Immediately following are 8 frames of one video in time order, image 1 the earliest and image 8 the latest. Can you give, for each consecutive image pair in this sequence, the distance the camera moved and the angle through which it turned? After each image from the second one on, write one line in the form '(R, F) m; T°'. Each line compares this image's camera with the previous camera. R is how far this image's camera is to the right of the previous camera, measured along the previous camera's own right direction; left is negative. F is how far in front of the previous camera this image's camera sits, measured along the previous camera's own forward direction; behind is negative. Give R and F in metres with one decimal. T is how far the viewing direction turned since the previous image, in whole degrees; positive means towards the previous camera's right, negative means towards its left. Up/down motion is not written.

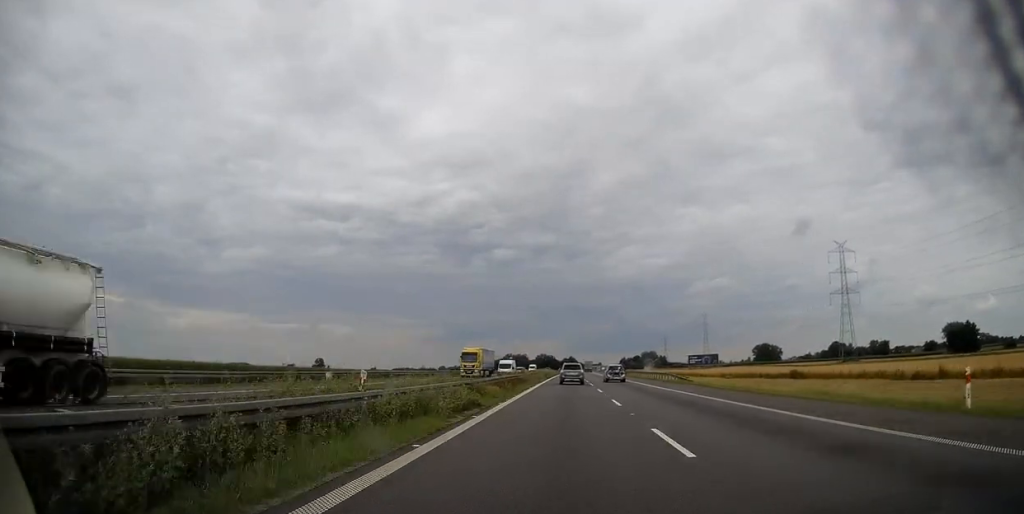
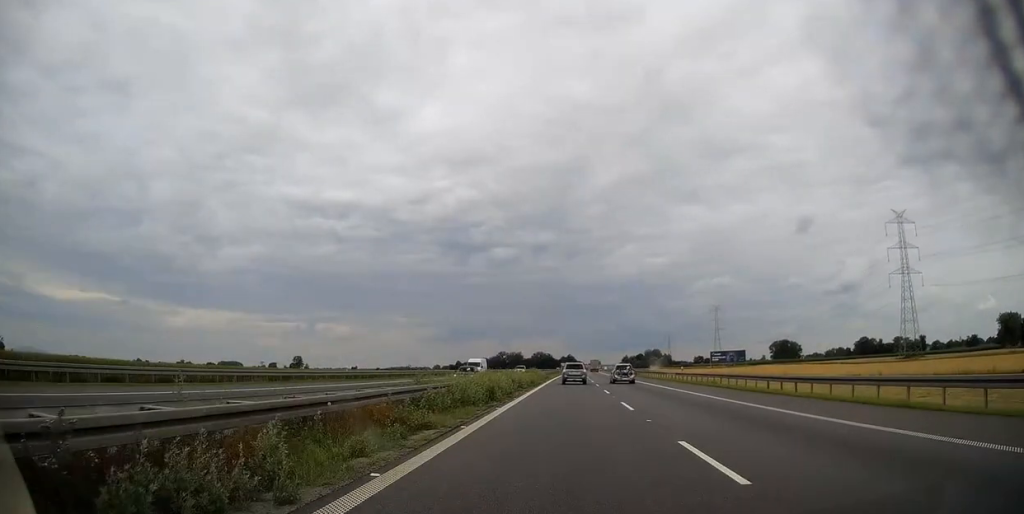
(-0.2, +61.2) m; 0°
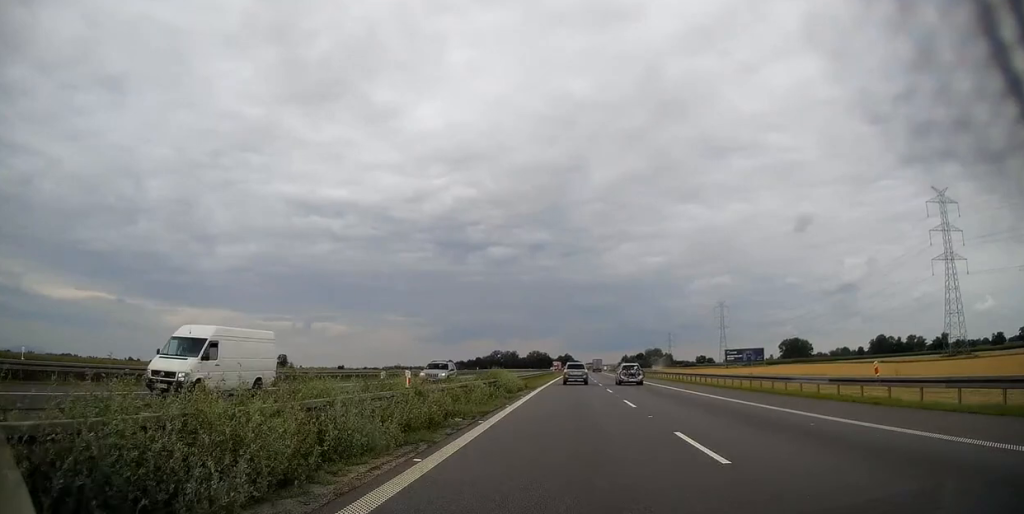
(0.0, +34.6) m; 0°
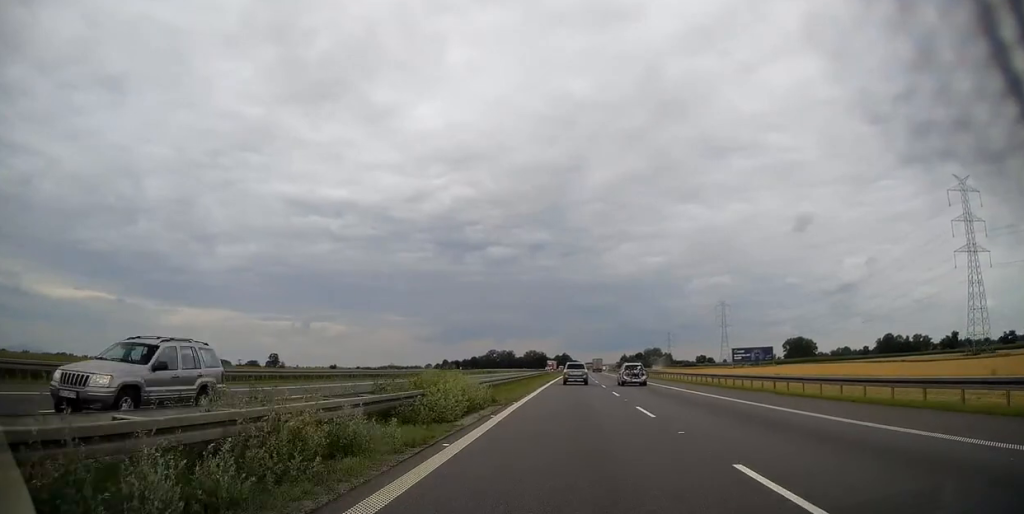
(+0.1, +16.1) m; 0°
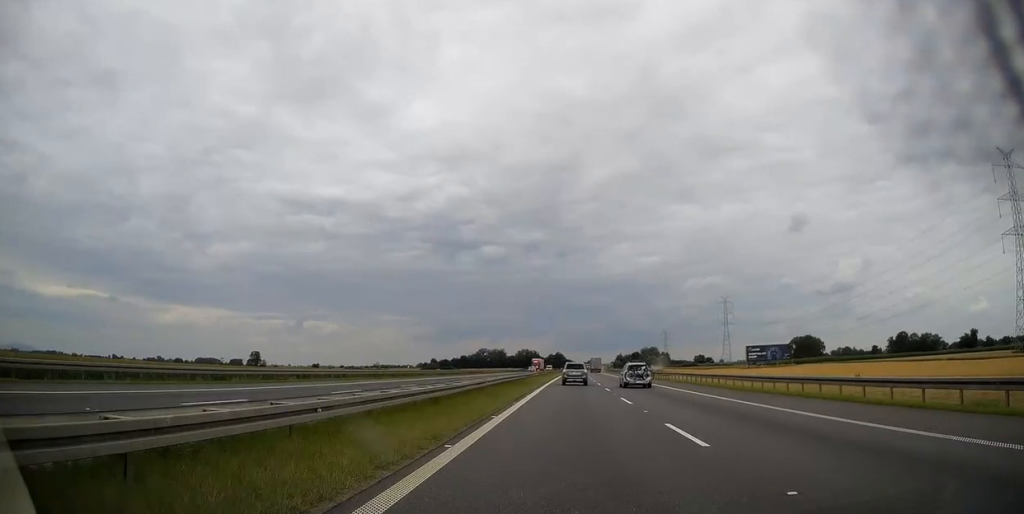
(+0.1, +30.0) m; 0°
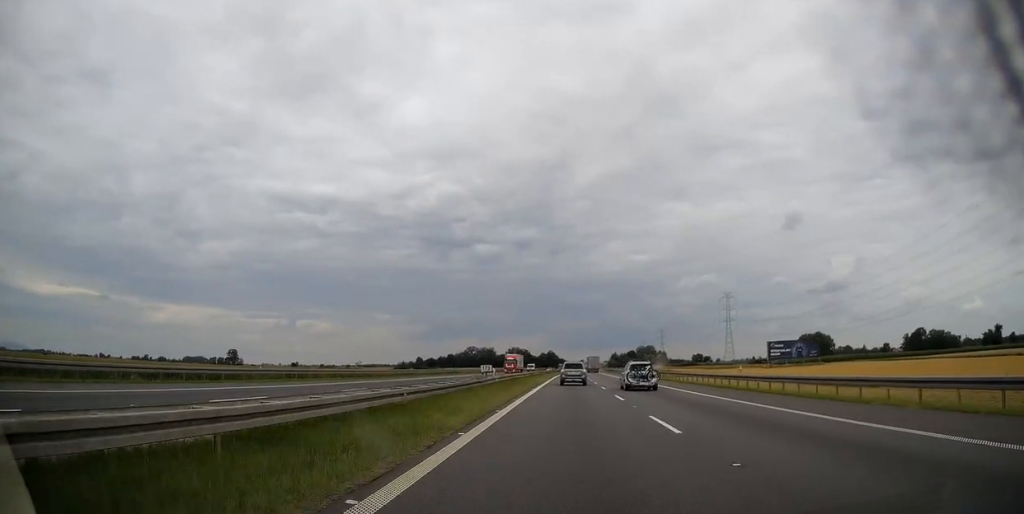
(+0.1, +33.9) m; +1°
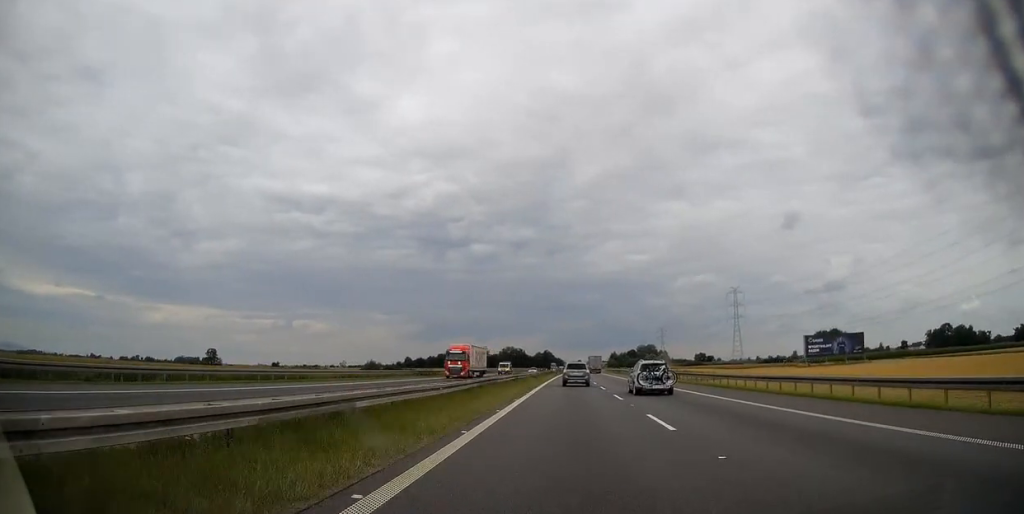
(+0.3, +35.4) m; +1°
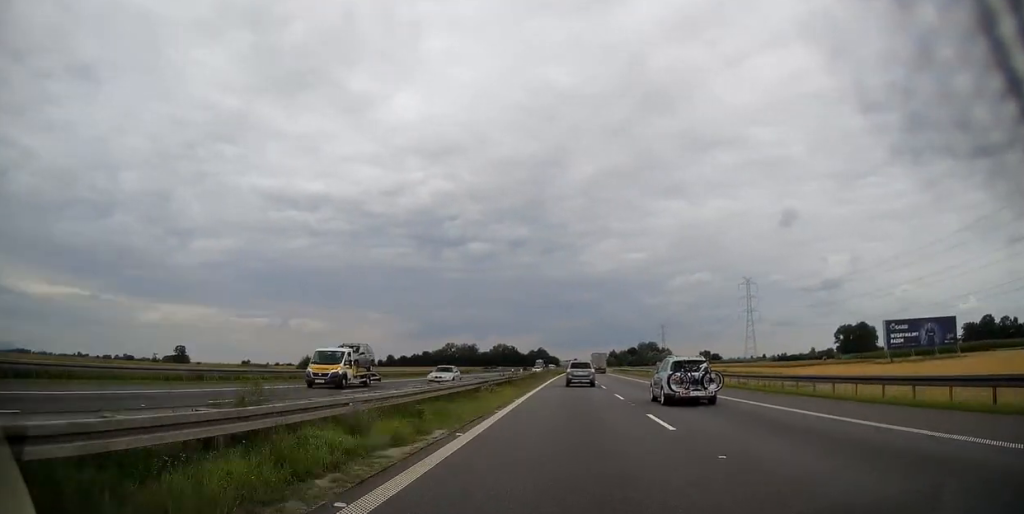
(+0.3, +48.1) m; +1°
